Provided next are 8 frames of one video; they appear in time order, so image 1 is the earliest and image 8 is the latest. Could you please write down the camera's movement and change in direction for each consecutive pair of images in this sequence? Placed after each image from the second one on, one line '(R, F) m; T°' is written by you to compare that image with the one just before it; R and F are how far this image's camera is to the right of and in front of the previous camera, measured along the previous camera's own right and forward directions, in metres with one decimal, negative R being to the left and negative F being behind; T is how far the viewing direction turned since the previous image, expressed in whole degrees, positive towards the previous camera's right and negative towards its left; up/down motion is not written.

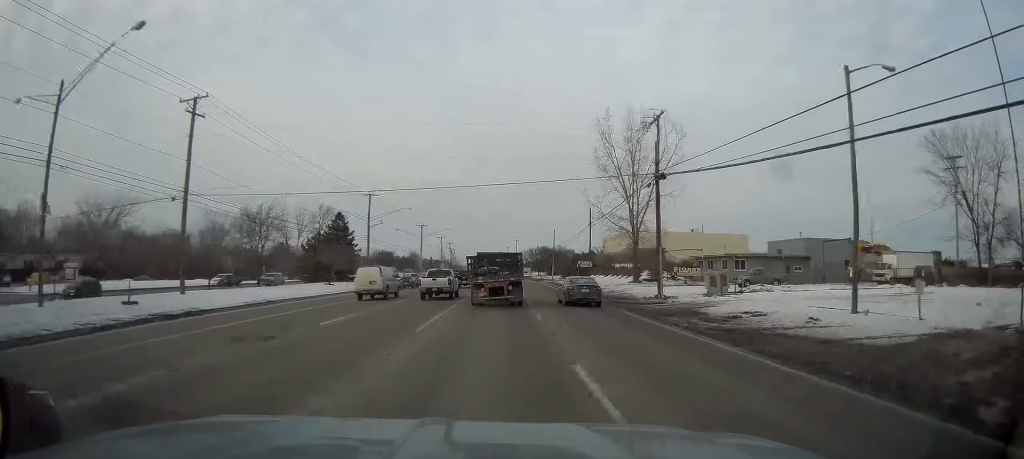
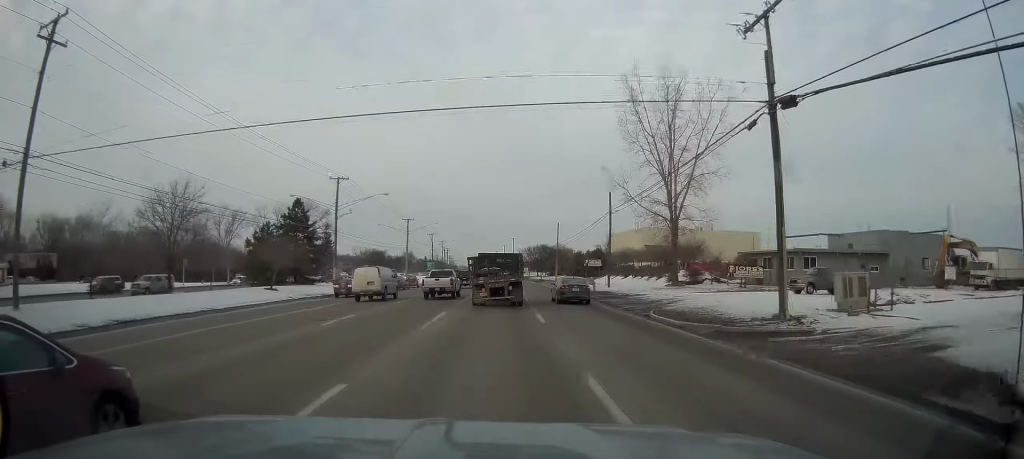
(+0.4, +14.6) m; +1°
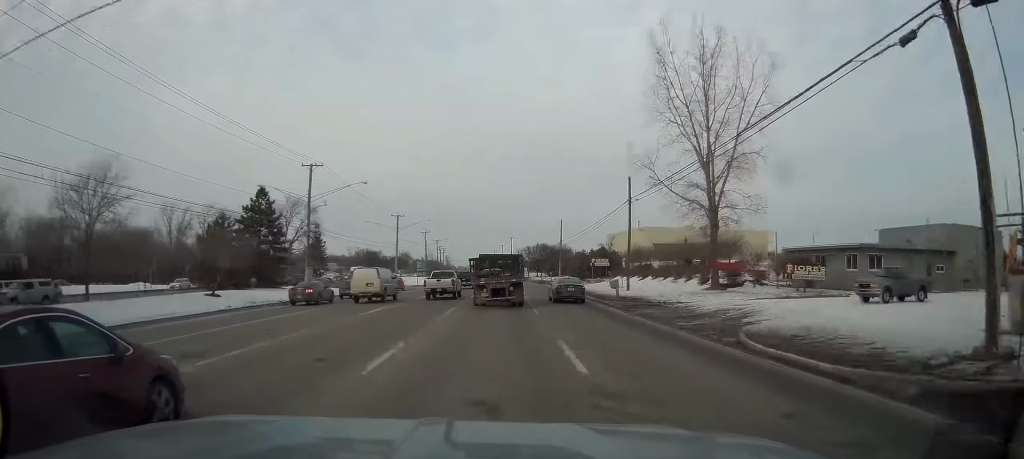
(+0.1, +9.2) m; 0°
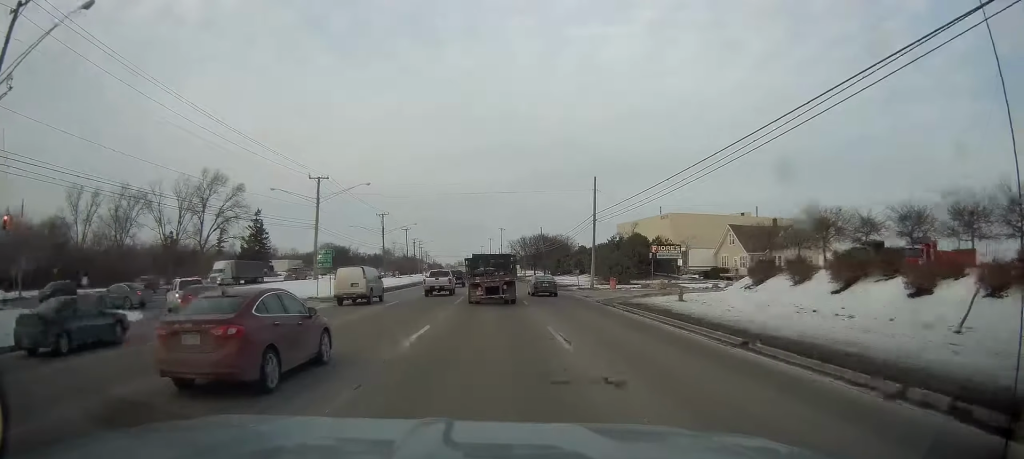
(-0.1, +41.8) m; 0°
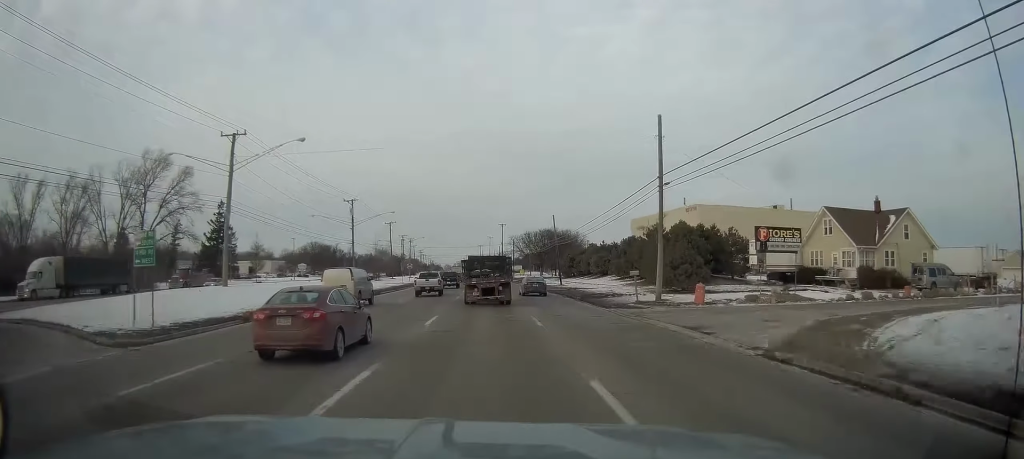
(0.0, +22.1) m; 0°
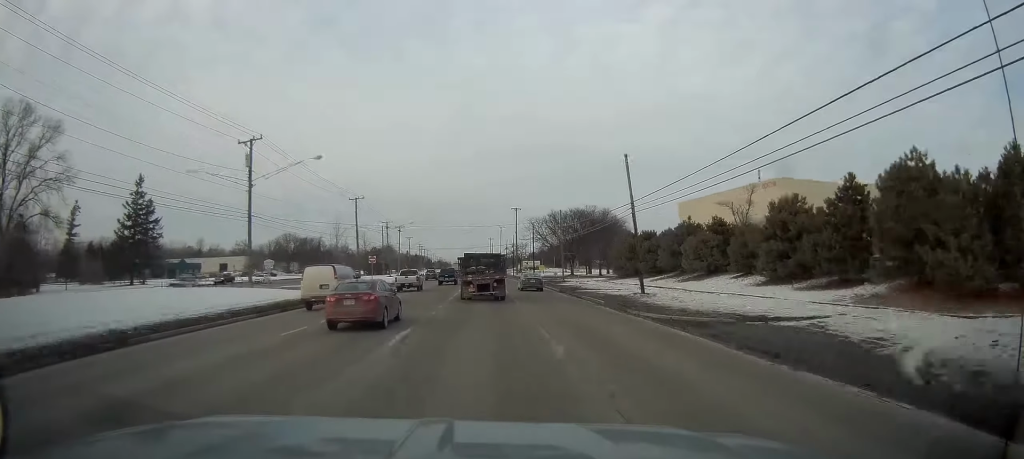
(-1.0, +38.5) m; -1°
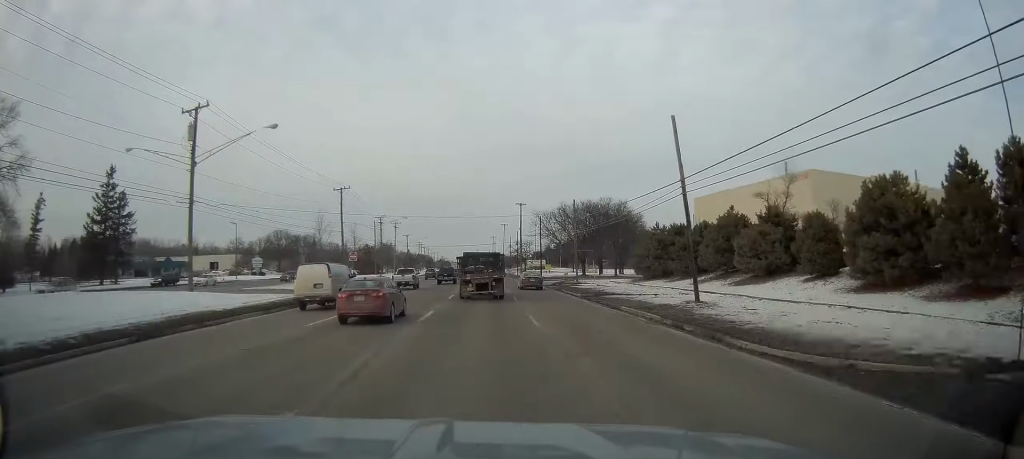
(+0.1, +10.0) m; 0°
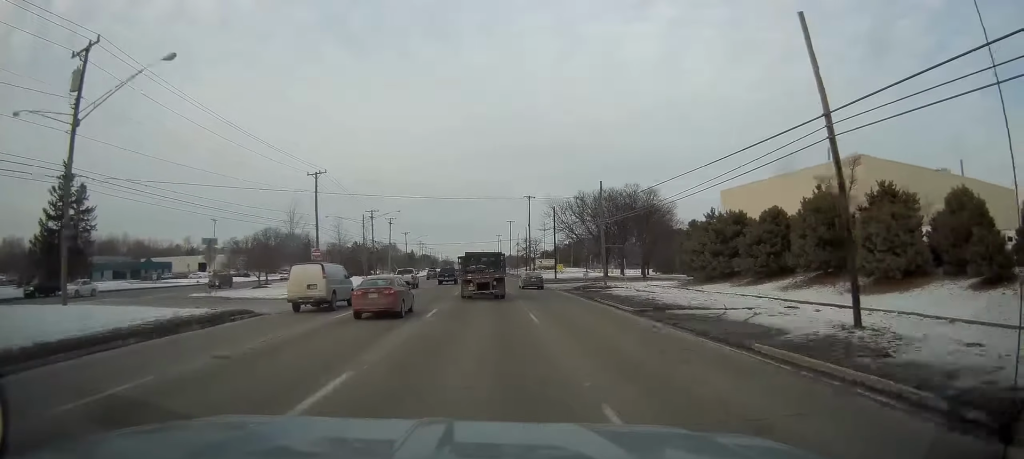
(+0.4, +13.2) m; 0°
